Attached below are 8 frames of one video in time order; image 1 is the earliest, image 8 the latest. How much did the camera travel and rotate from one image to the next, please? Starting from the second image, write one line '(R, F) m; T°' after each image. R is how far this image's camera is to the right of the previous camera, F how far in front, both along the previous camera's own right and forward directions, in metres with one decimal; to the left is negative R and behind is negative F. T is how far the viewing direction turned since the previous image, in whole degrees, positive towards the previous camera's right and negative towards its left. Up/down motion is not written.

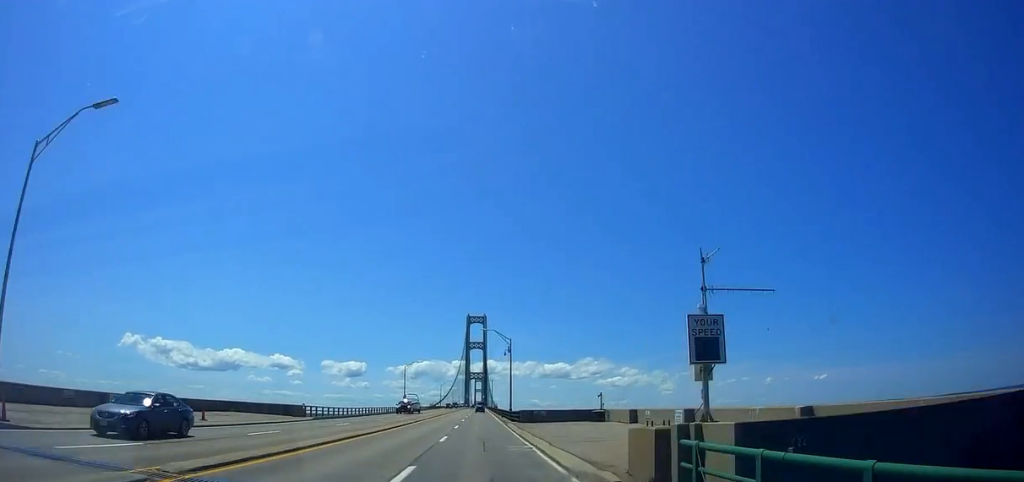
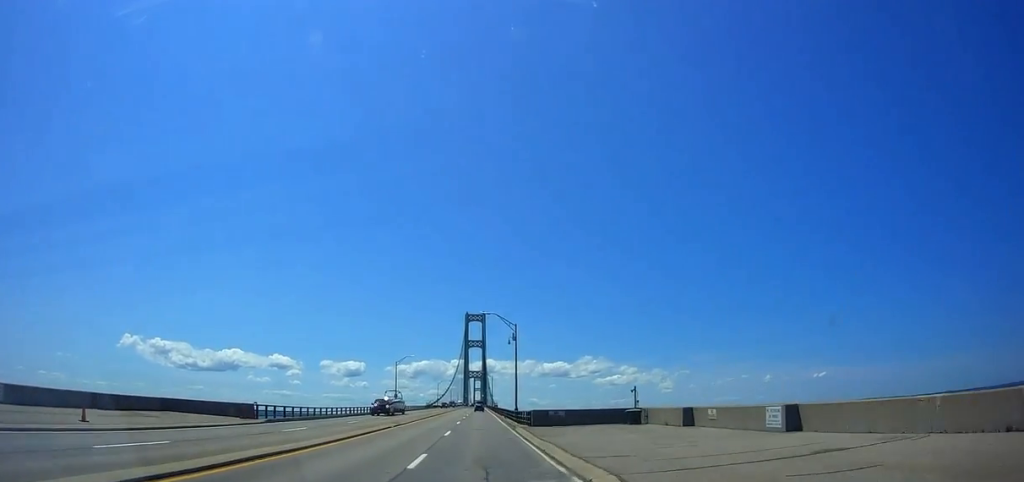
(0.0, +10.4) m; 0°
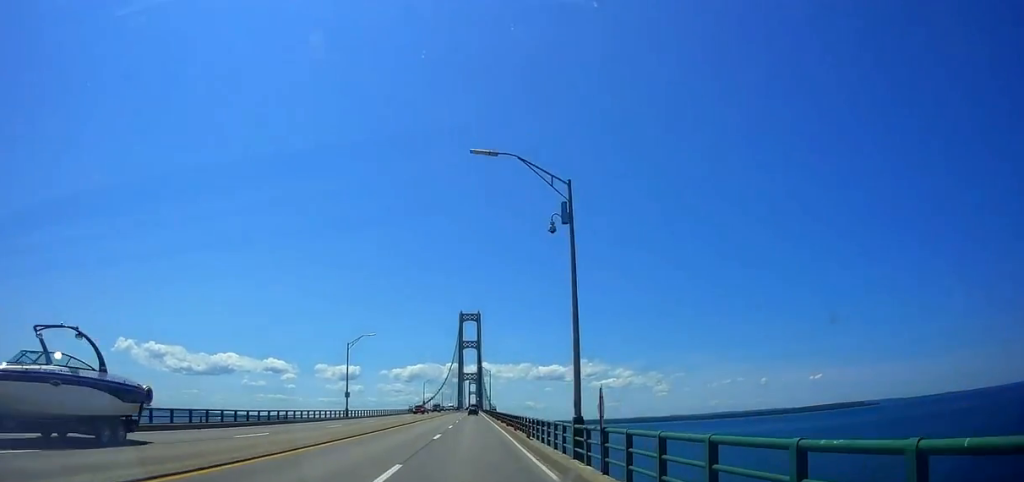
(0.0, +33.7) m; 0°
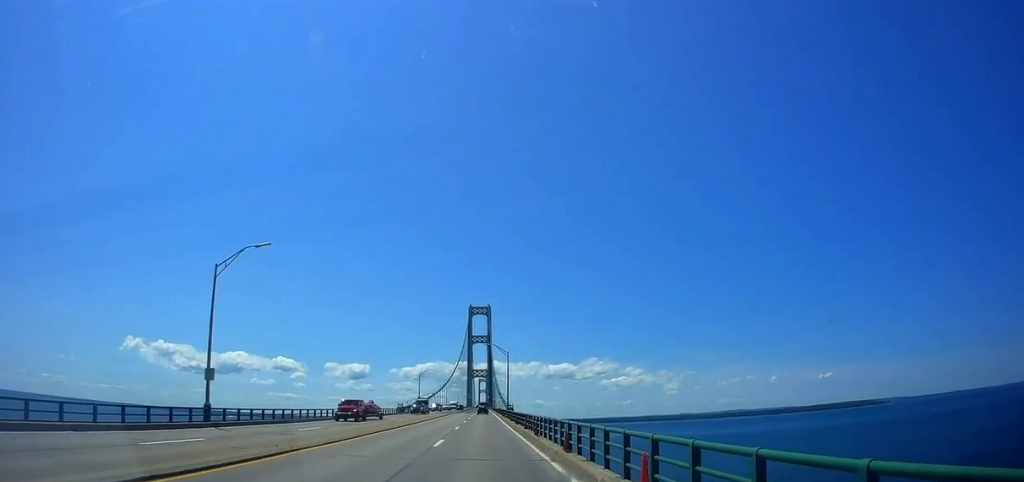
(0.0, +36.9) m; 0°
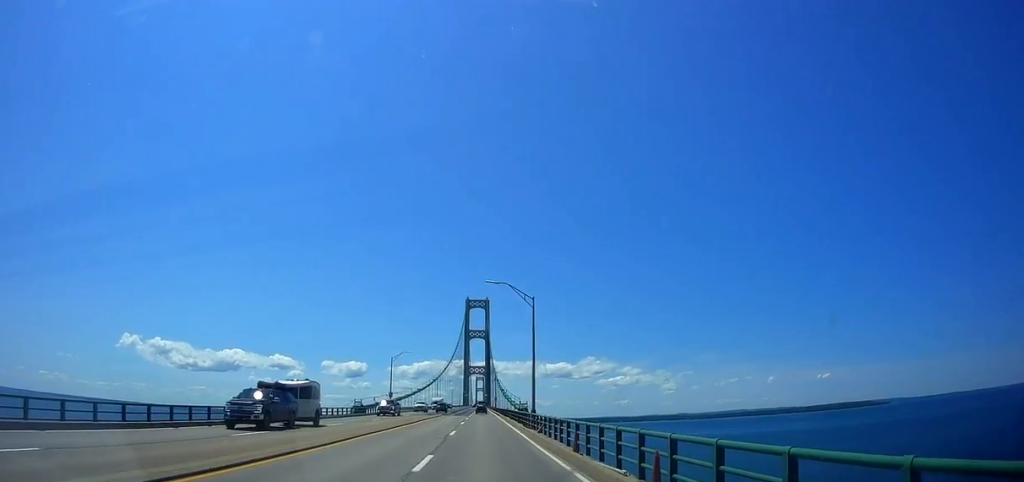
(-0.7, +38.4) m; -1°
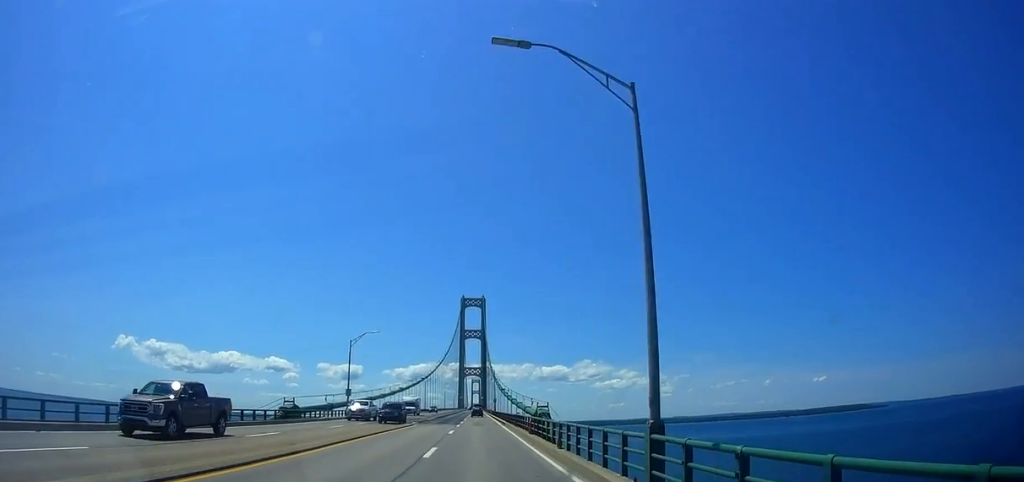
(+0.4, +26.9) m; +1°
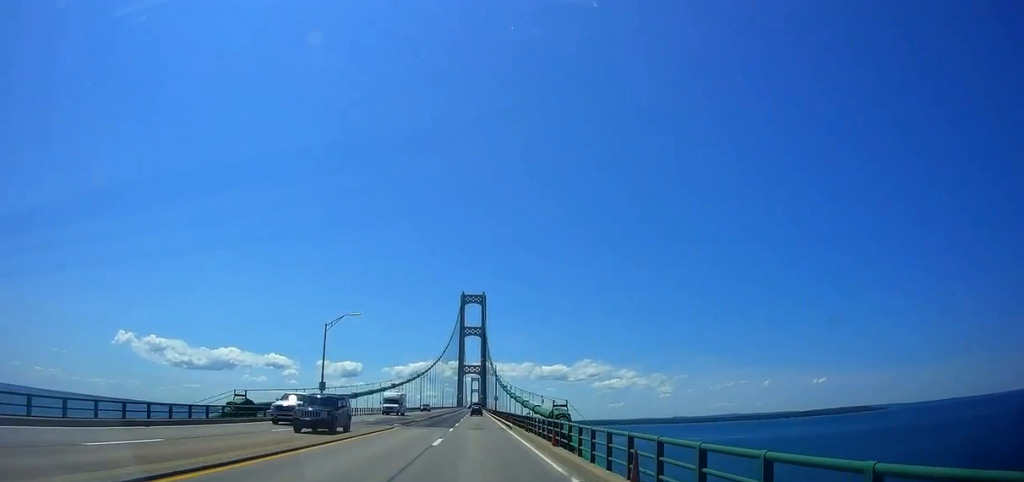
(0.0, +10.7) m; 0°
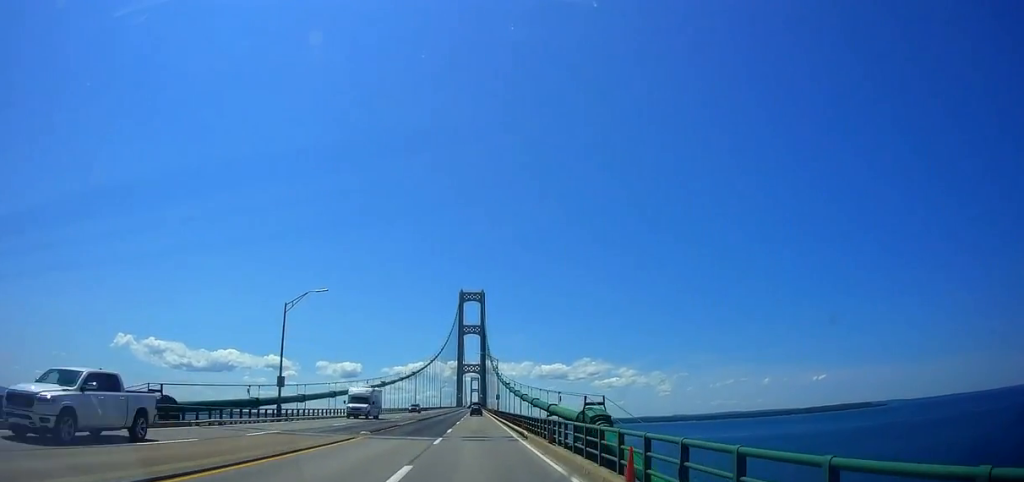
(-0.1, +11.5) m; 0°
